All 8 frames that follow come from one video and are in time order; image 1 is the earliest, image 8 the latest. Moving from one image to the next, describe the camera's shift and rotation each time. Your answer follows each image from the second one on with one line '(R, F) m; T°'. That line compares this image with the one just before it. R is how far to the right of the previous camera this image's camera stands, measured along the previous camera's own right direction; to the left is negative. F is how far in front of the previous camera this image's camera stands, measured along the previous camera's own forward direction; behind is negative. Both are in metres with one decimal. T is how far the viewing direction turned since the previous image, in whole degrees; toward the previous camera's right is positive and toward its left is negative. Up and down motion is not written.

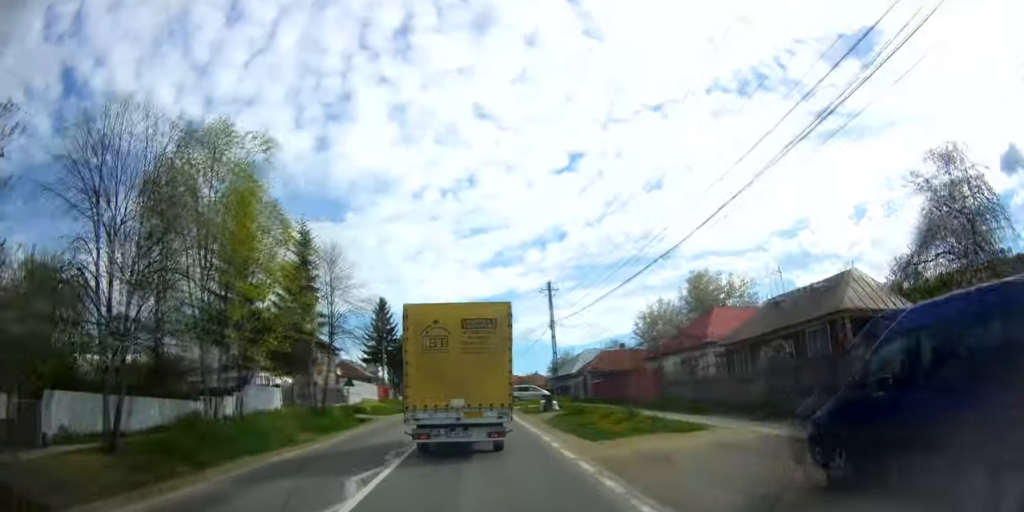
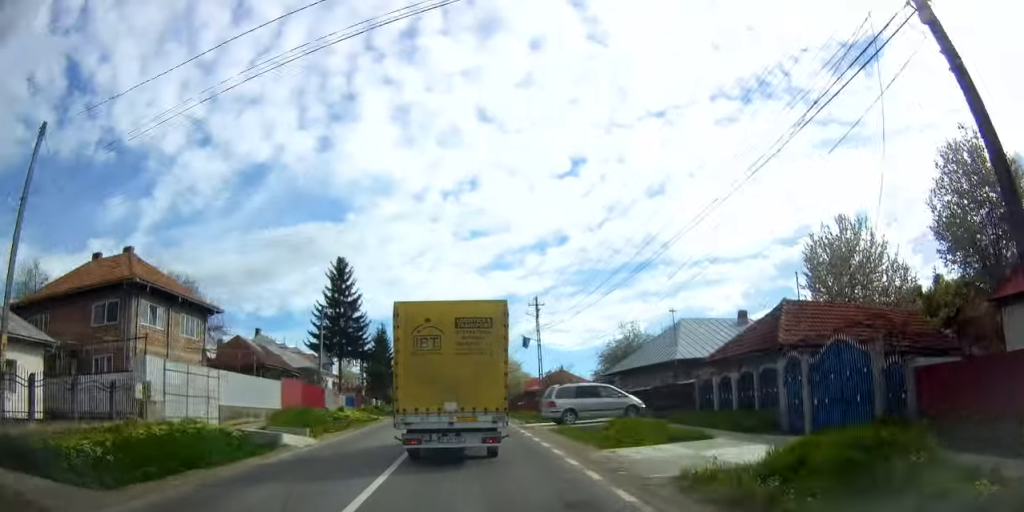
(-1.0, +34.6) m; -2°
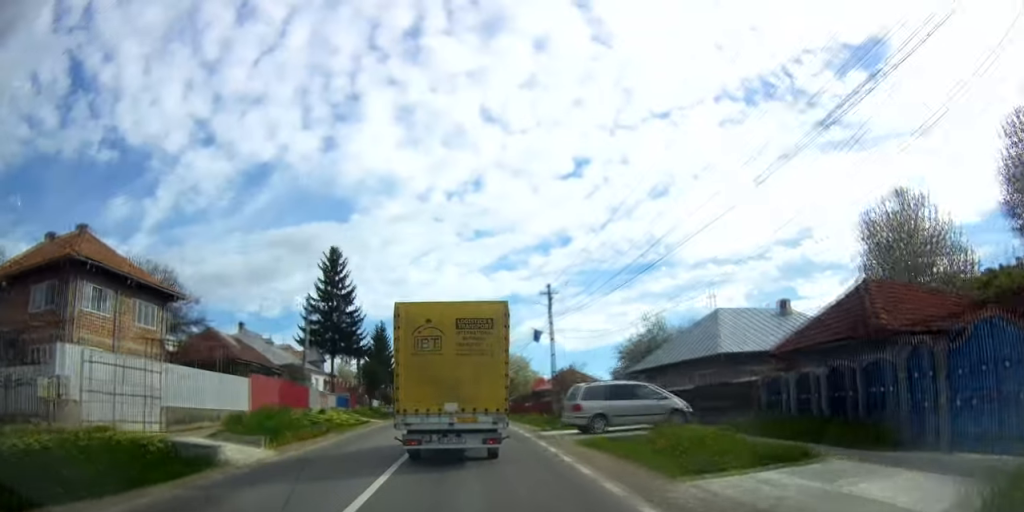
(+0.4, +5.5) m; +1°
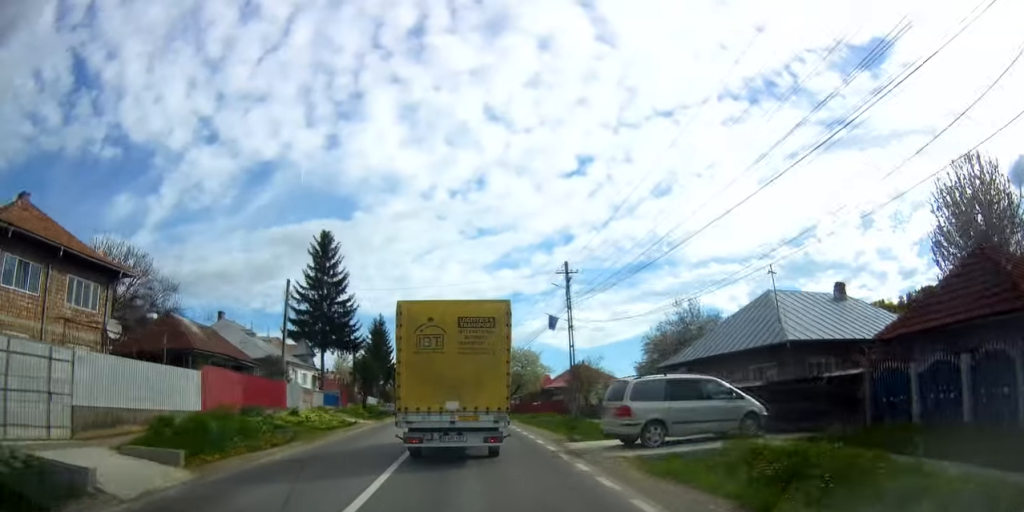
(-0.1, +5.9) m; 0°
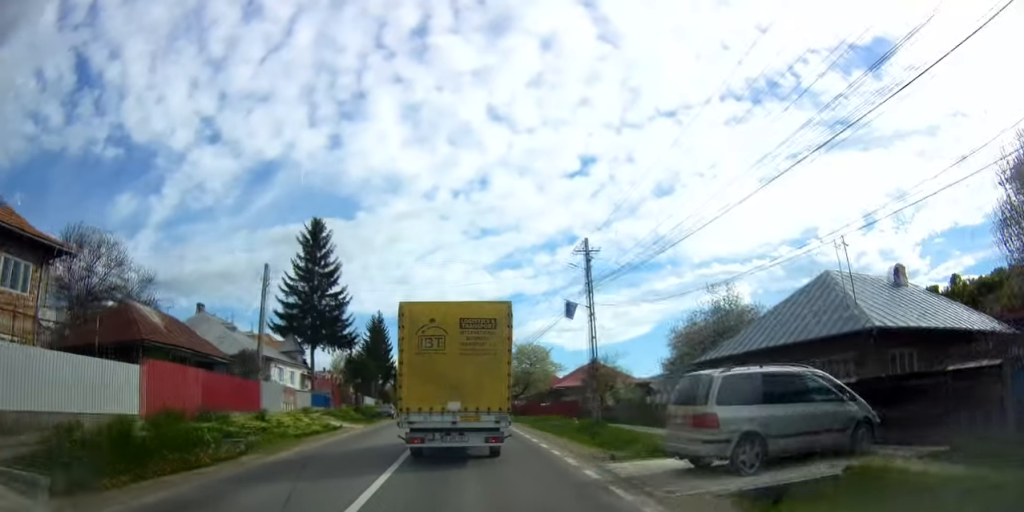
(-0.2, +4.9) m; -1°
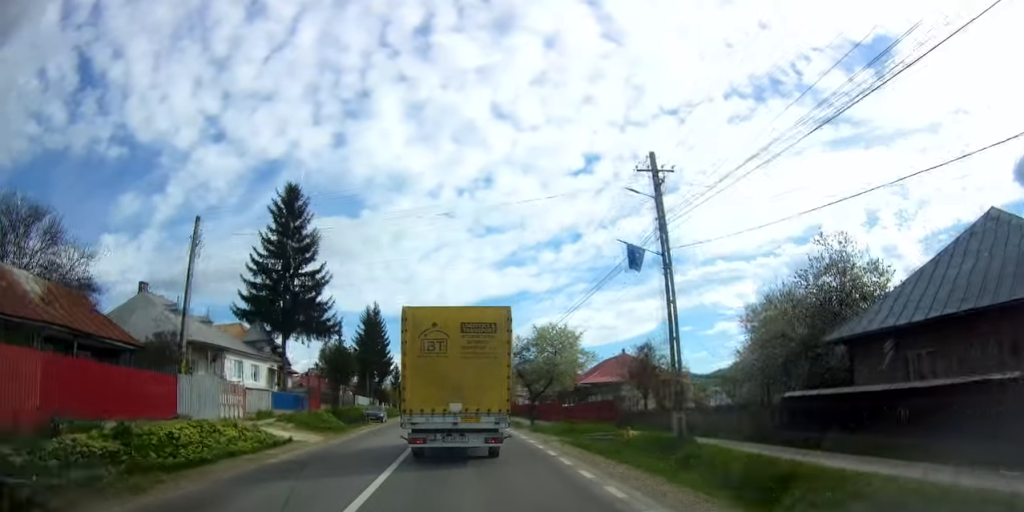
(0.0, +10.1) m; 0°
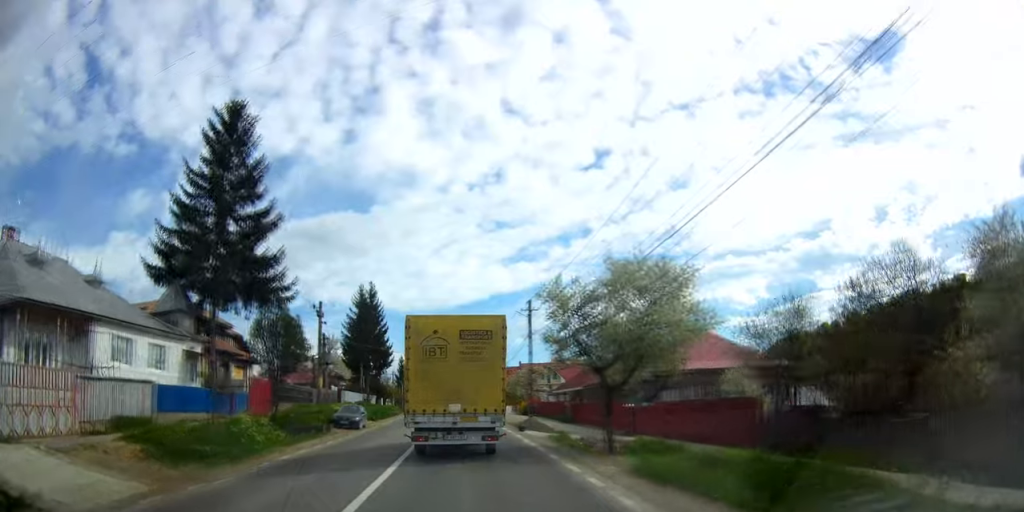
(-0.1, +15.0) m; 0°
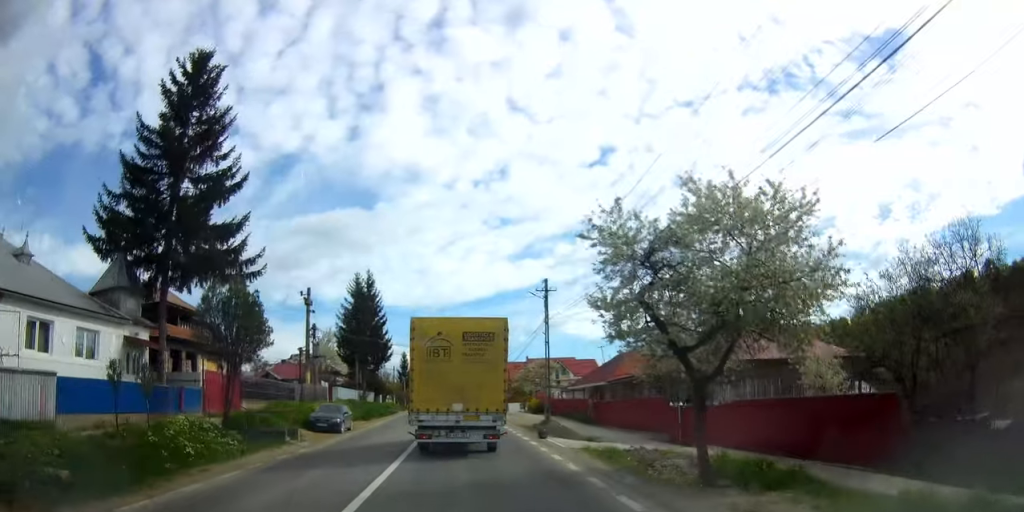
(+0.1, +6.0) m; 0°
